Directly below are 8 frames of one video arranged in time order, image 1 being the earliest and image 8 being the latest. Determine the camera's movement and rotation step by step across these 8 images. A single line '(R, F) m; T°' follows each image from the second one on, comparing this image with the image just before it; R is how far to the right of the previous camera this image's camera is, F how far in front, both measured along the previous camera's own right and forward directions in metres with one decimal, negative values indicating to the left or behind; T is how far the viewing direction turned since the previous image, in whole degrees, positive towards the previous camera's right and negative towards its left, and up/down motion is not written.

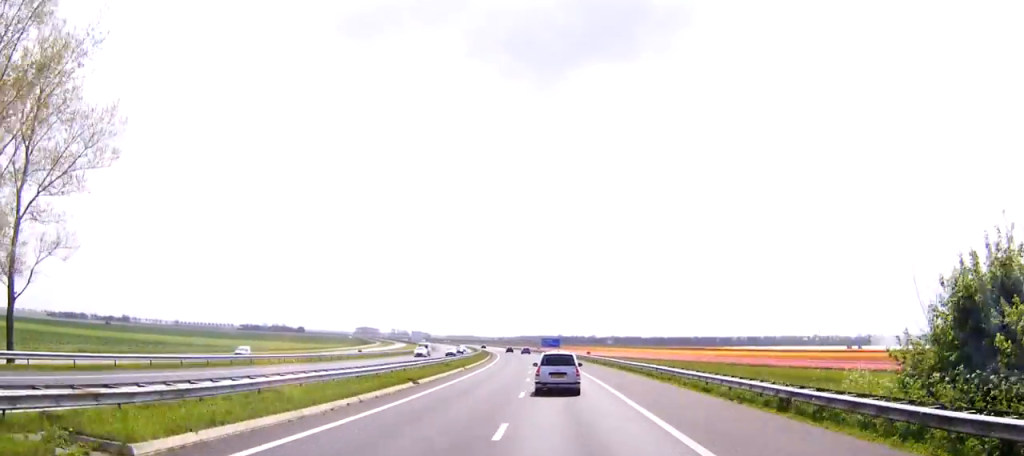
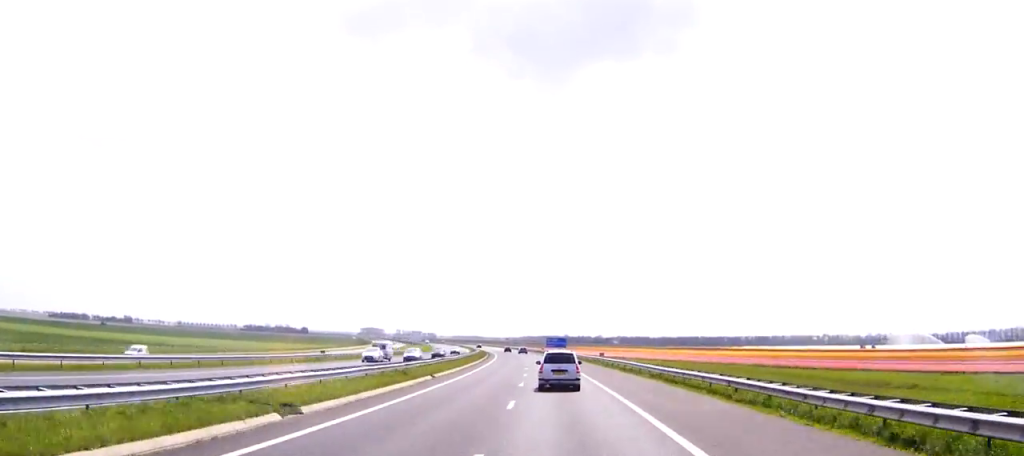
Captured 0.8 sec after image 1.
(0.0, +17.3) m; -1°
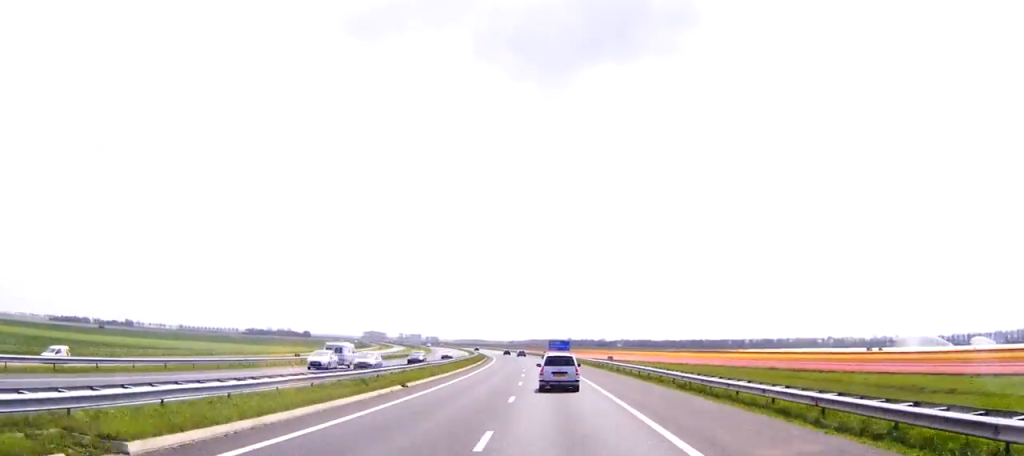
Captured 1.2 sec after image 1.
(0.0, +8.6) m; 0°
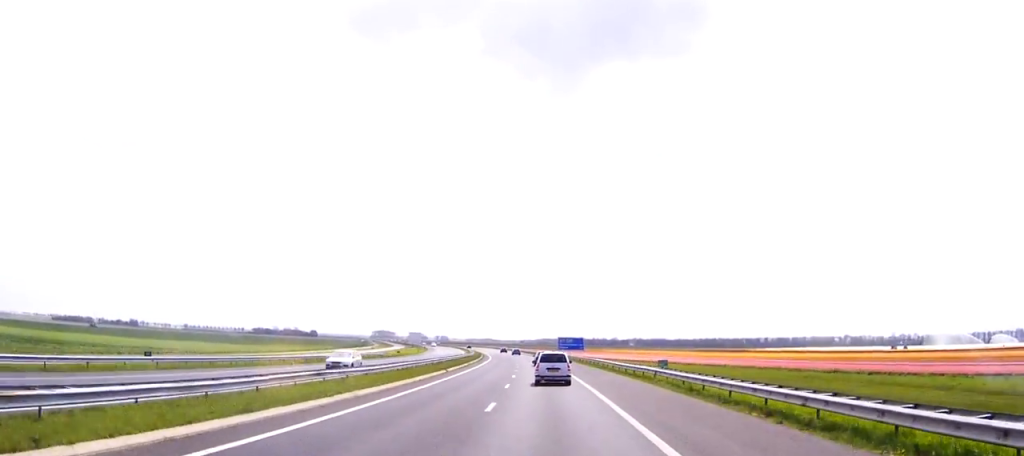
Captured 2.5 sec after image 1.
(-0.3, +28.7) m; -1°
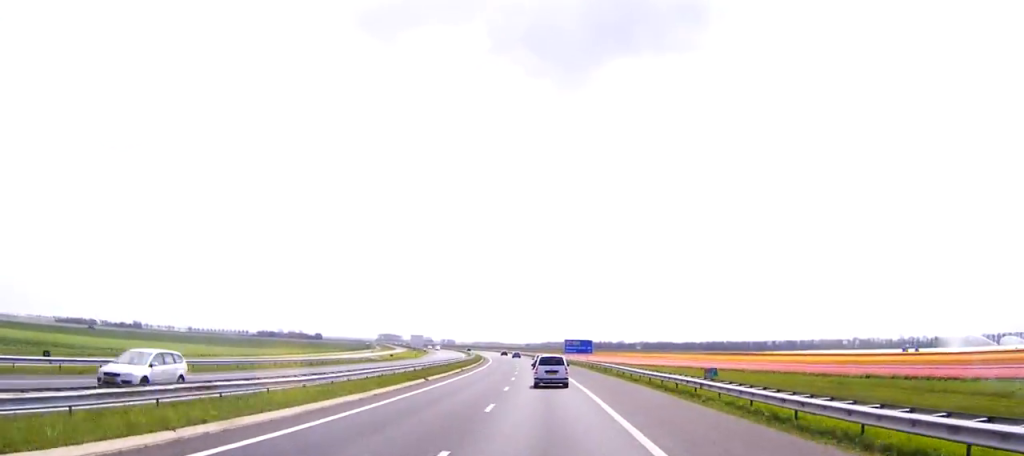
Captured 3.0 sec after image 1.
(0.0, +10.7) m; 0°
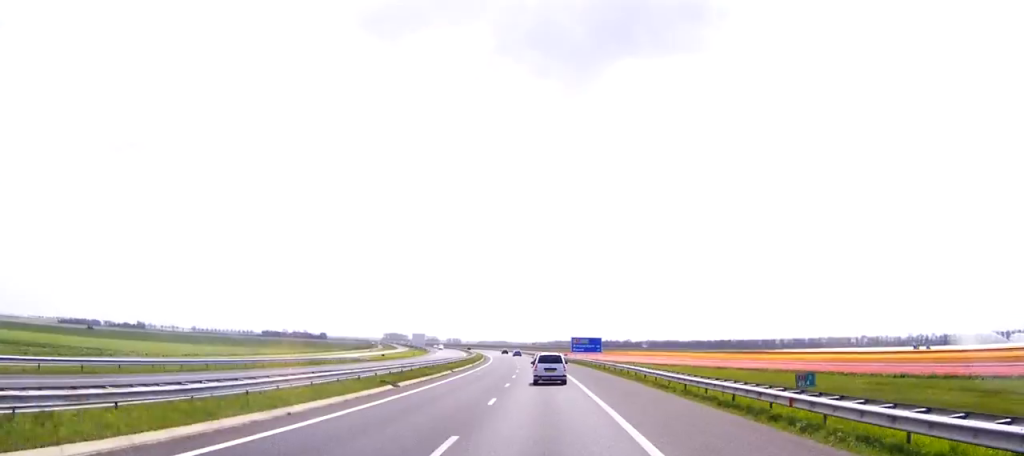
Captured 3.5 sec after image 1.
(0.0, +10.0) m; 0°
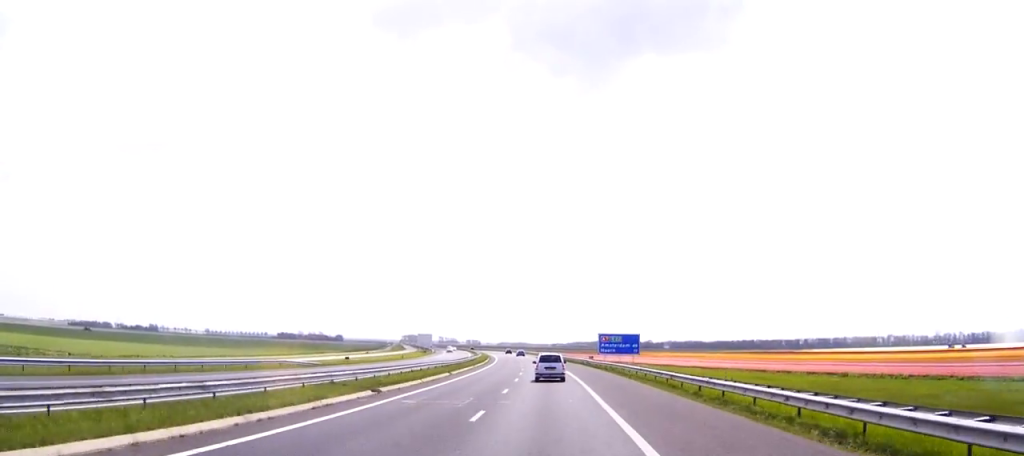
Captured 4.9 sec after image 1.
(-0.4, +30.1) m; -2°
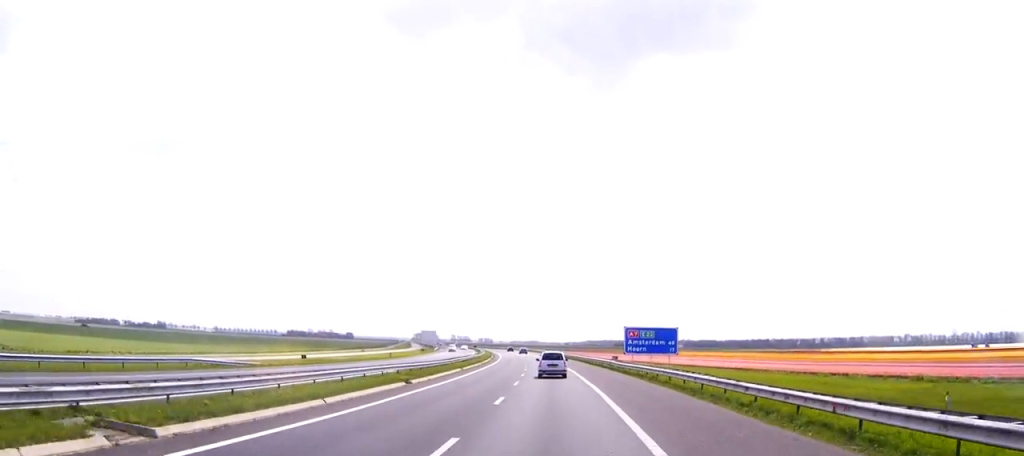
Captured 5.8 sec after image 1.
(-0.2, +19.4) m; -1°
